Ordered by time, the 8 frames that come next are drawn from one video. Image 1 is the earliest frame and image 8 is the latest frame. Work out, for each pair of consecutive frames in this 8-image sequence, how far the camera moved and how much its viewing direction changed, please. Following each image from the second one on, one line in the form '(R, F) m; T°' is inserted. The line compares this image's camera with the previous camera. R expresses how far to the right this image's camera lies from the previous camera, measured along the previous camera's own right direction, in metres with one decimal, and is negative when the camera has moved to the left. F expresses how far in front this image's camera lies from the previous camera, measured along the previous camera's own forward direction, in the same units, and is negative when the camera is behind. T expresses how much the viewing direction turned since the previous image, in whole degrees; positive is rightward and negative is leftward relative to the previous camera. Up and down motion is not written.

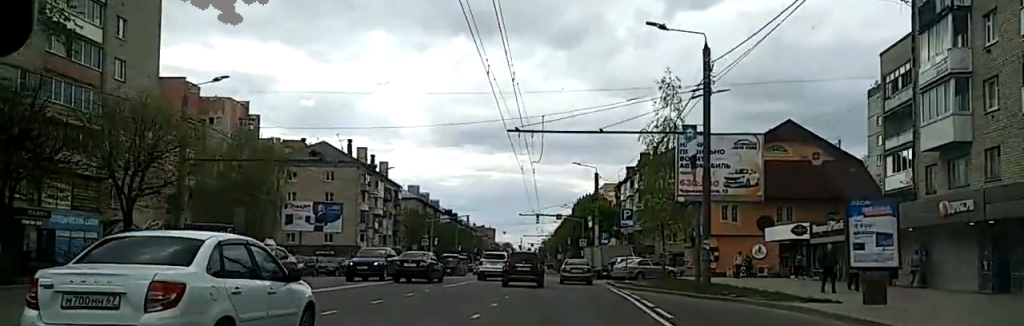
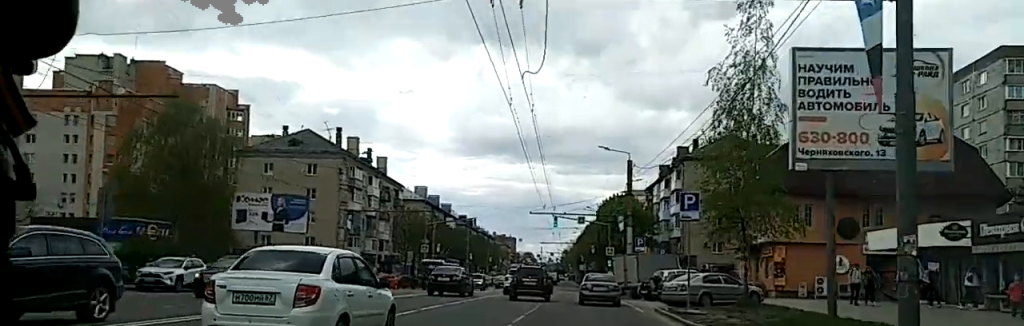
(+0.2, +16.3) m; 0°
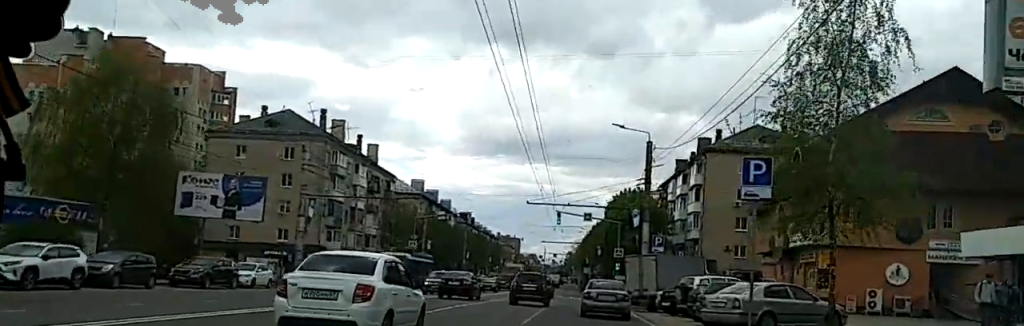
(-0.1, +9.2) m; 0°
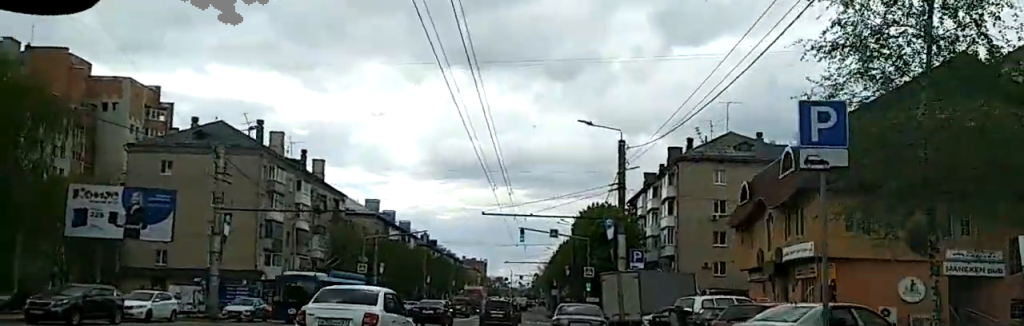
(-0.2, +7.8) m; 0°
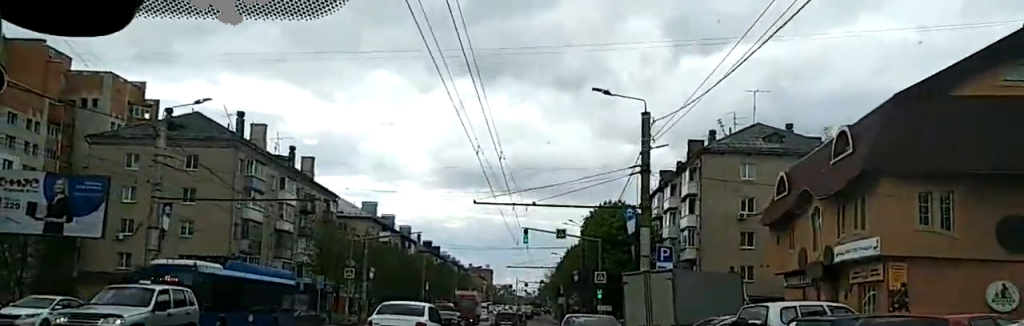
(+0.4, +8.7) m; +2°
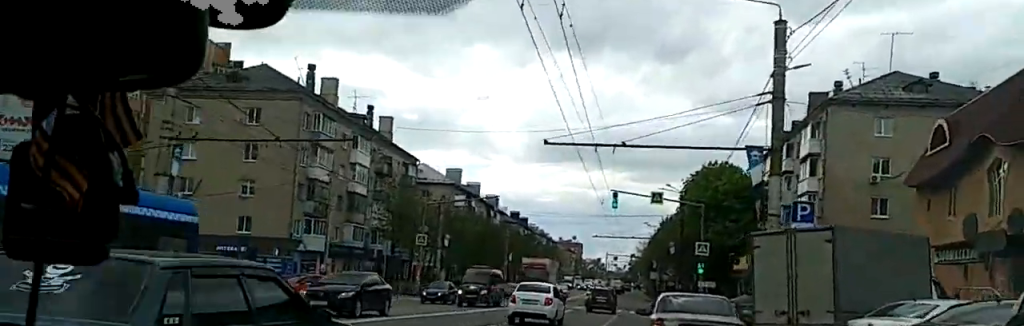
(+0.1, +10.9) m; +1°
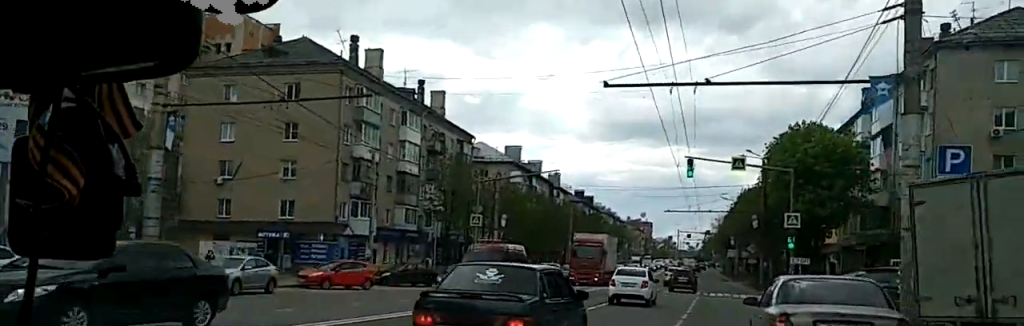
(0.0, +6.3) m; -1°
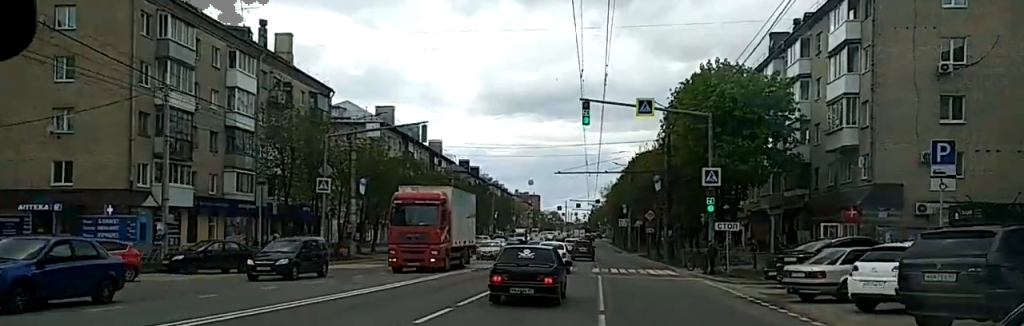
(-0.4, +12.3) m; 0°
